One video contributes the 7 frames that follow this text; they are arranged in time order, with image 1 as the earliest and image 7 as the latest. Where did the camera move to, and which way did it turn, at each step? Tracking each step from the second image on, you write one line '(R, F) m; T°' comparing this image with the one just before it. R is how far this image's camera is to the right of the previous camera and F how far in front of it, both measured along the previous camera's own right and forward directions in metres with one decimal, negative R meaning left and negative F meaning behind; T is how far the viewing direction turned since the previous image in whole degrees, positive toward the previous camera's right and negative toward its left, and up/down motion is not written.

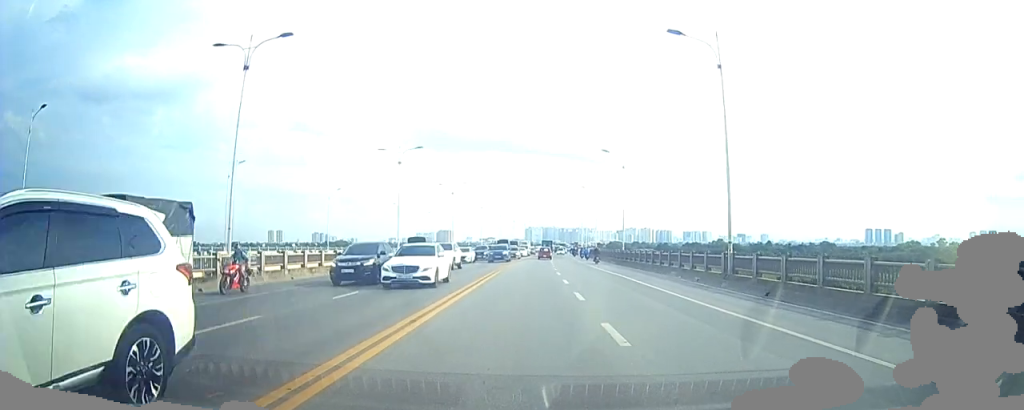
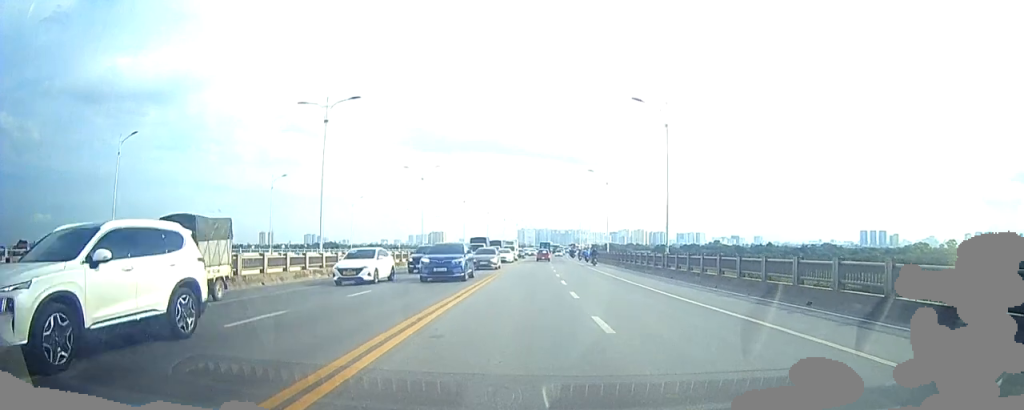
(+0.3, +19.6) m; +2°
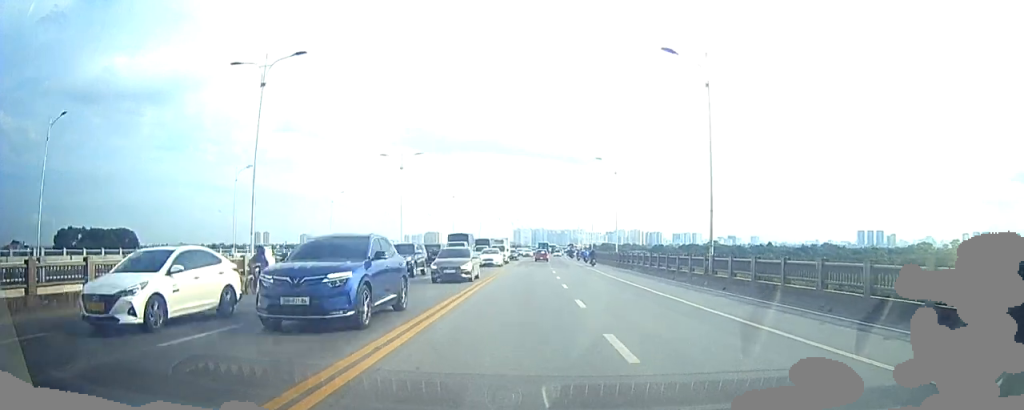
(+0.1, +8.5) m; +1°
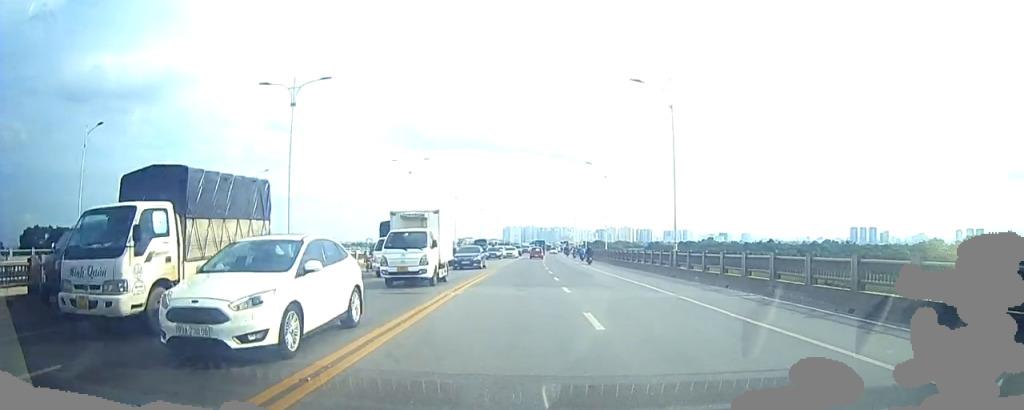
(+0.6, +25.3) m; +2°
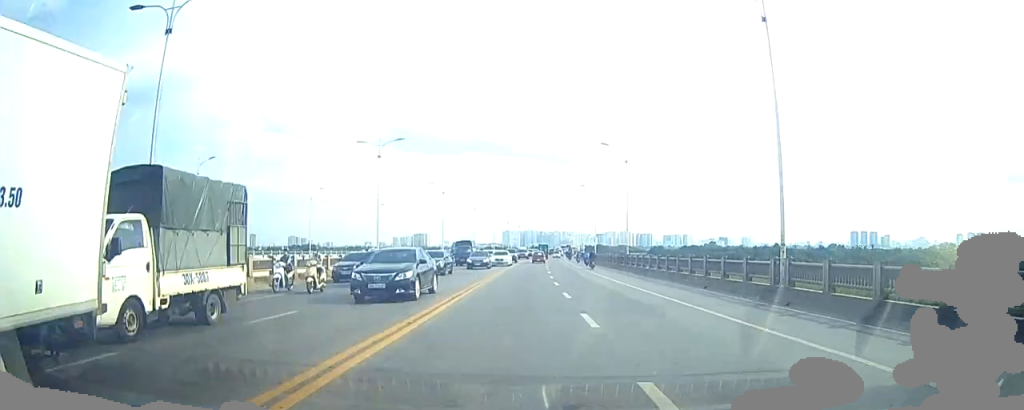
(0.0, +13.9) m; -3°
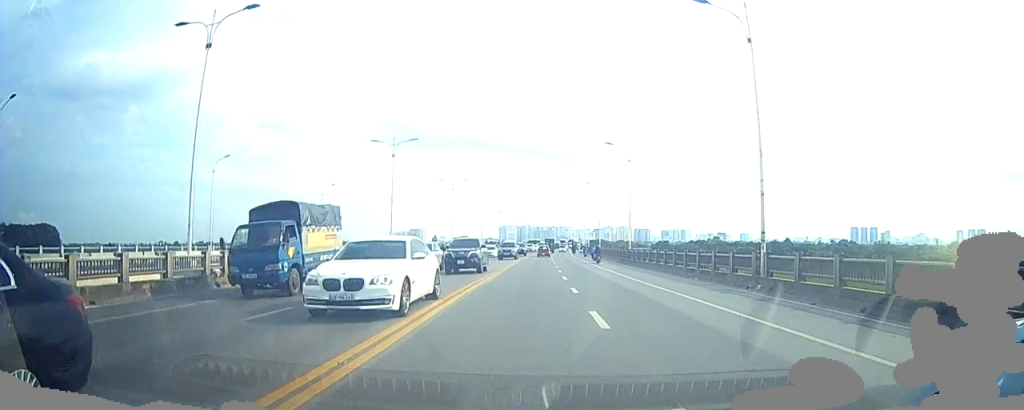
(-0.7, +26.7) m; 0°
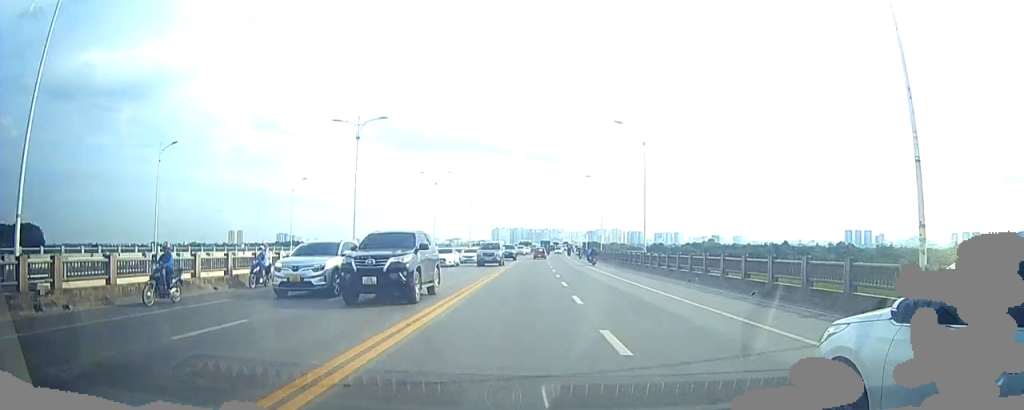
(+0.1, +9.3) m; +1°
